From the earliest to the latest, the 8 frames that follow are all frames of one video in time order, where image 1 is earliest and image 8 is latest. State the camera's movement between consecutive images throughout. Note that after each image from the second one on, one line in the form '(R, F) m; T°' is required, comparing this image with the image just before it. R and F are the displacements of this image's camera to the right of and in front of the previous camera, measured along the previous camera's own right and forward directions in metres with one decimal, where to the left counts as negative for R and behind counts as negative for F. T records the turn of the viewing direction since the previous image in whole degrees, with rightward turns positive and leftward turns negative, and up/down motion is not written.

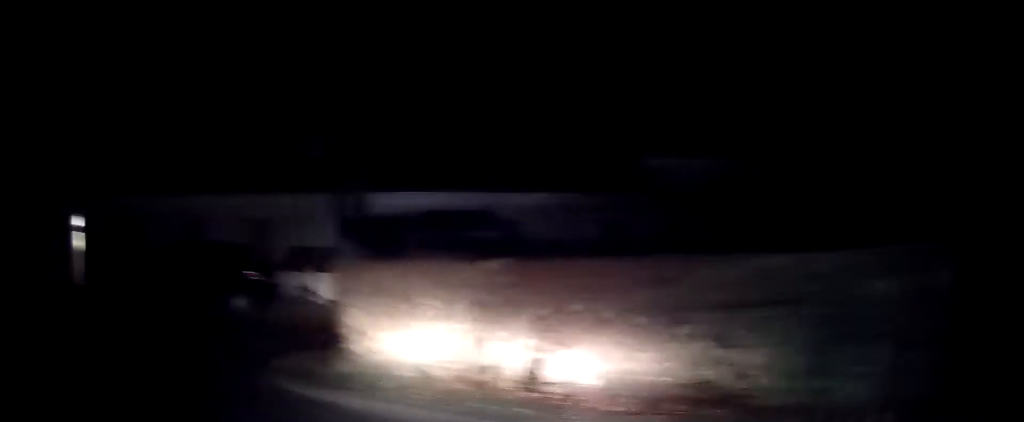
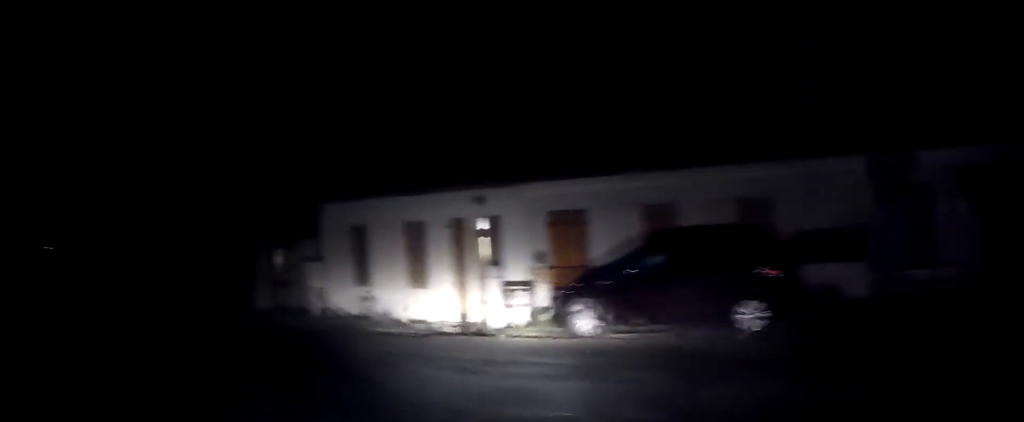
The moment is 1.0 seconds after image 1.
(-1.0, +4.0) m; -29°
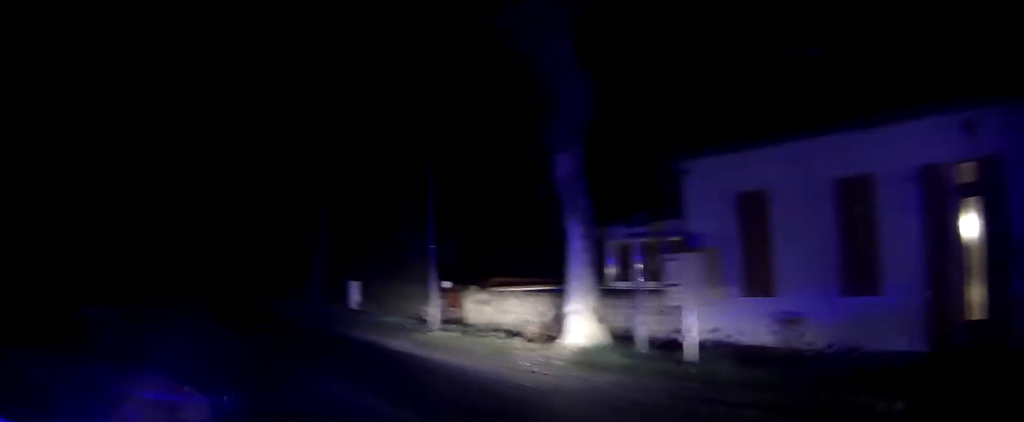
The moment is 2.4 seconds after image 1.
(-2.5, +6.4) m; -34°
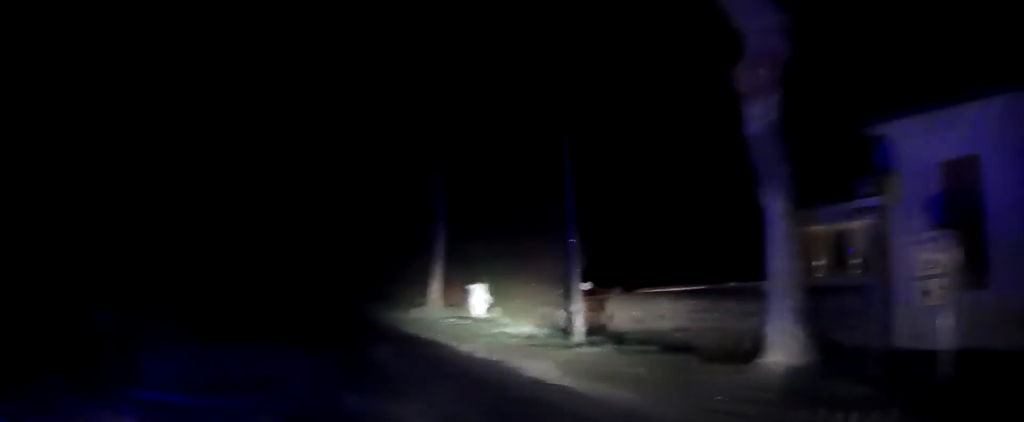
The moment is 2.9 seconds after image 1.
(-0.1, +2.6) m; -9°
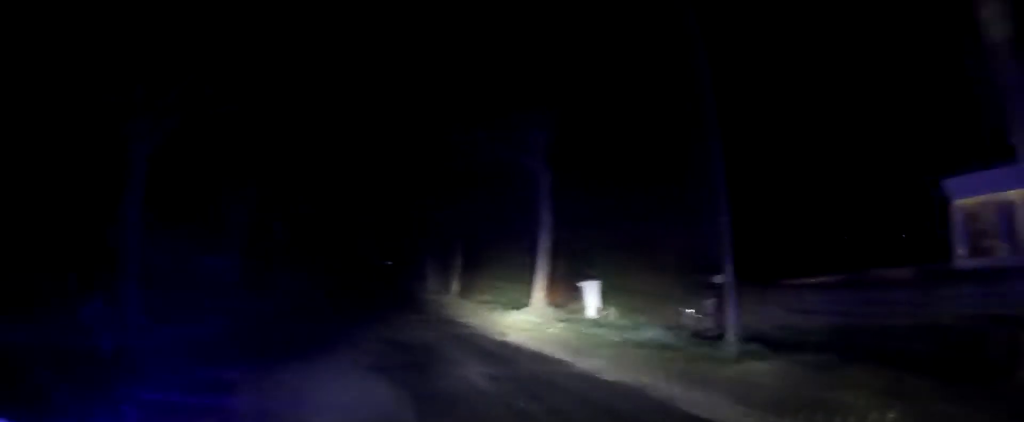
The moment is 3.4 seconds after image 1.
(-0.4, +3.1) m; -7°
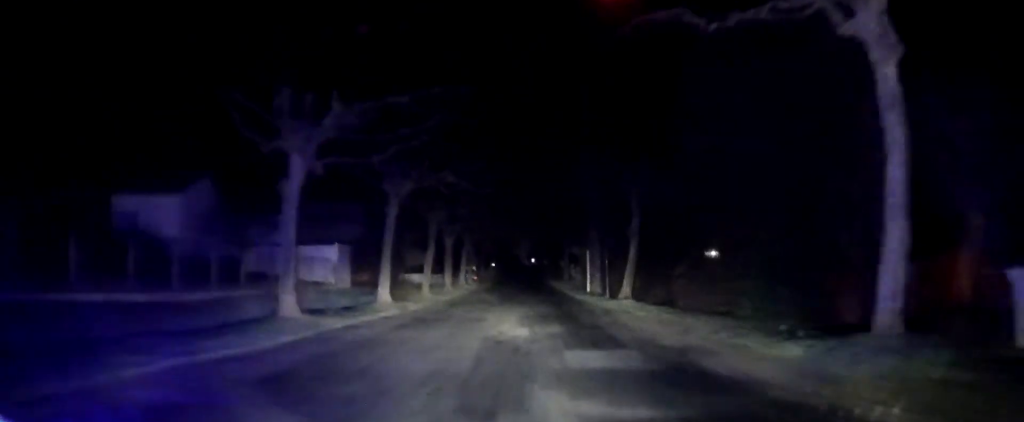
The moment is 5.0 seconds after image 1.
(-2.1, +12.3) m; -18°
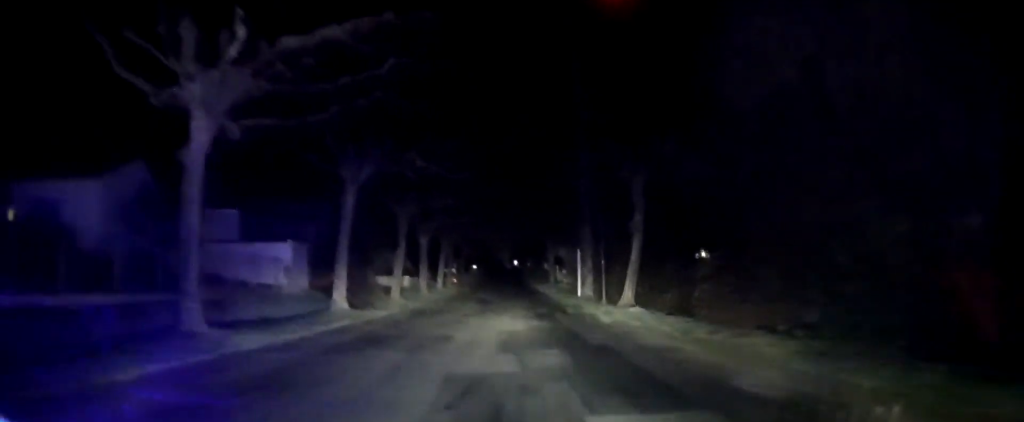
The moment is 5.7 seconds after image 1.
(-0.4, +5.4) m; -3°
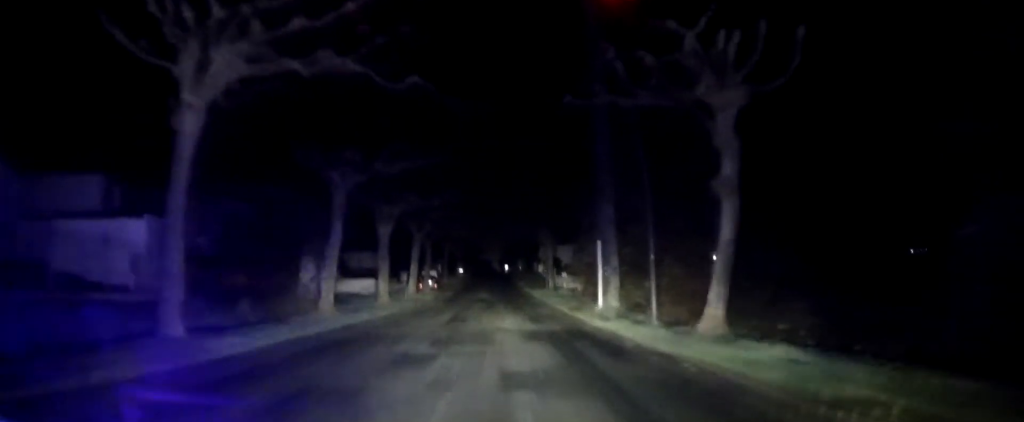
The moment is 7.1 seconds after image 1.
(-0.3, +12.9) m; 0°
